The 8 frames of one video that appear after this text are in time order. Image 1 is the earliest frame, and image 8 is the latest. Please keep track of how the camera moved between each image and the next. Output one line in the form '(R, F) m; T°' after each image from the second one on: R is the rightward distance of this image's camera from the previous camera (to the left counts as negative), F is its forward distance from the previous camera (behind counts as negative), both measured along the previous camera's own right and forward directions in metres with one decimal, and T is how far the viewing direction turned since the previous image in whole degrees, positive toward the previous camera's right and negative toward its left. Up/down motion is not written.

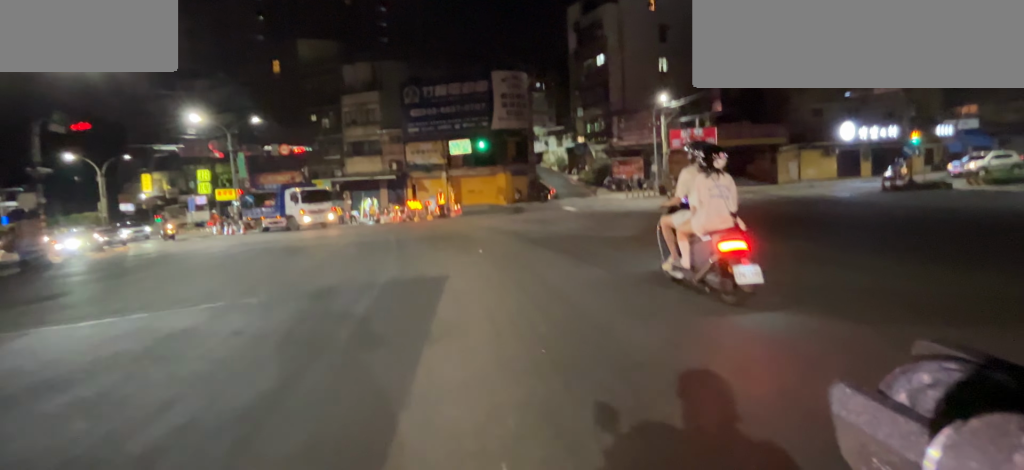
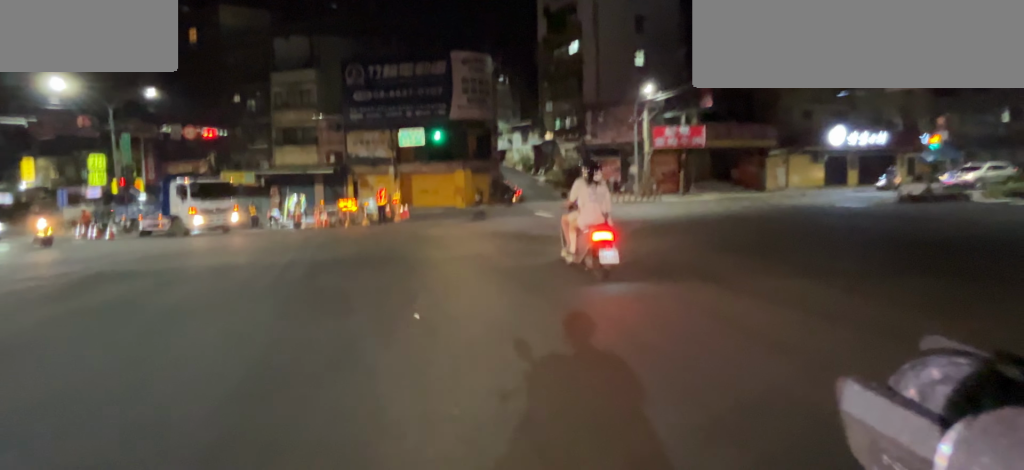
(0.0, +5.2) m; +1°
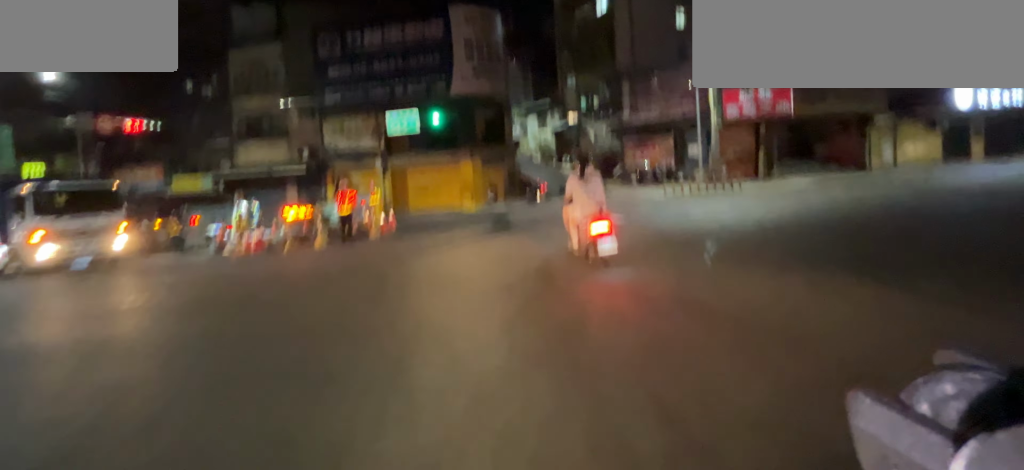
(+0.2, +6.2) m; +5°
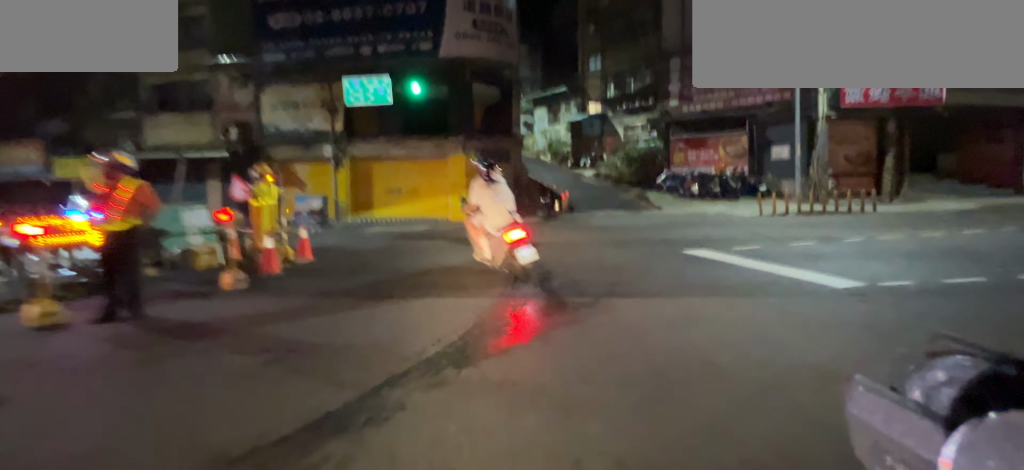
(+0.2, +6.3) m; -1°
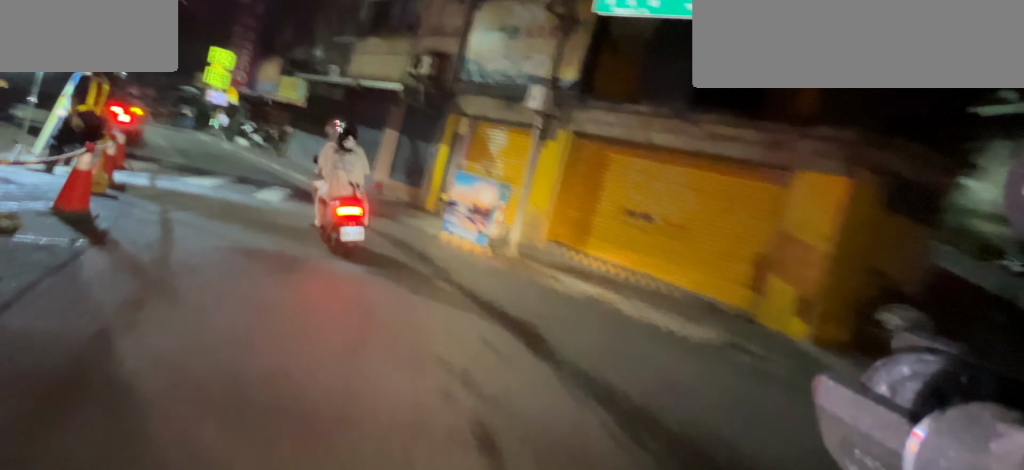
(-0.7, +10.7) m; -26°
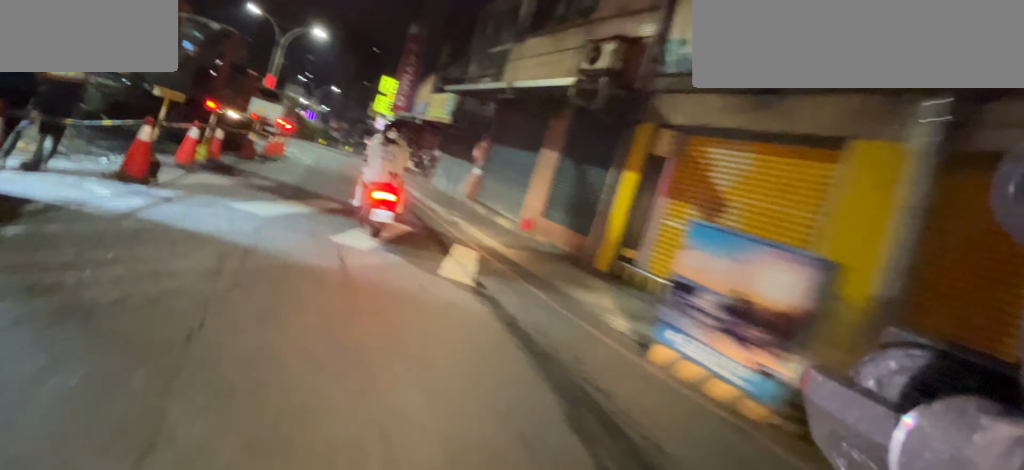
(-1.1, +4.3) m; -30°
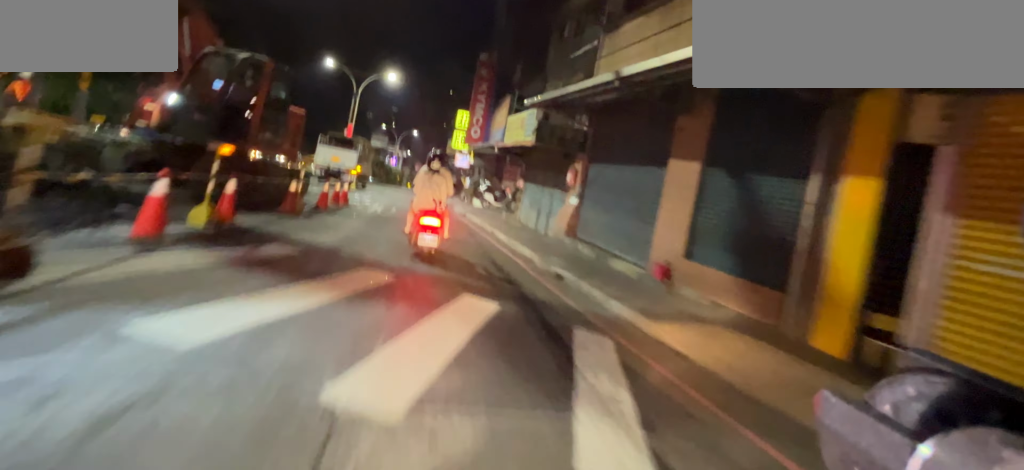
(-0.9, +3.4) m; -19°
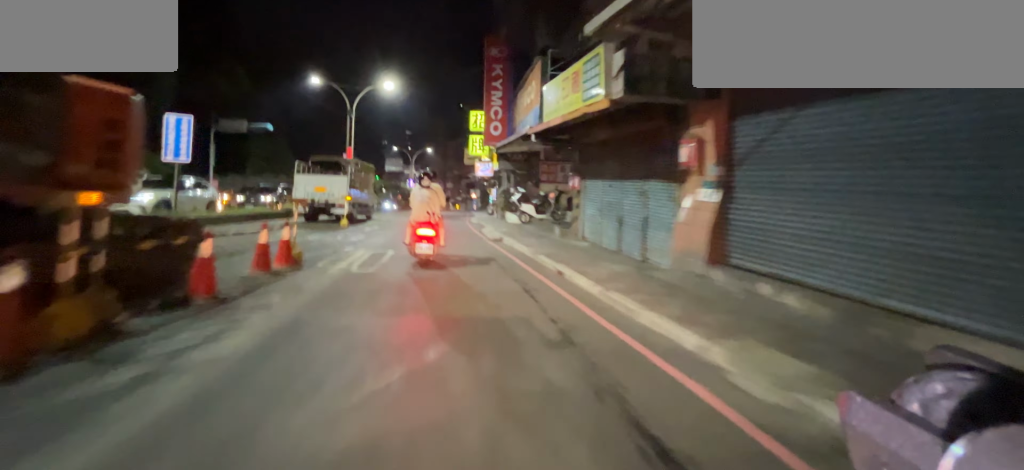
(-1.1, +8.2) m; -4°
